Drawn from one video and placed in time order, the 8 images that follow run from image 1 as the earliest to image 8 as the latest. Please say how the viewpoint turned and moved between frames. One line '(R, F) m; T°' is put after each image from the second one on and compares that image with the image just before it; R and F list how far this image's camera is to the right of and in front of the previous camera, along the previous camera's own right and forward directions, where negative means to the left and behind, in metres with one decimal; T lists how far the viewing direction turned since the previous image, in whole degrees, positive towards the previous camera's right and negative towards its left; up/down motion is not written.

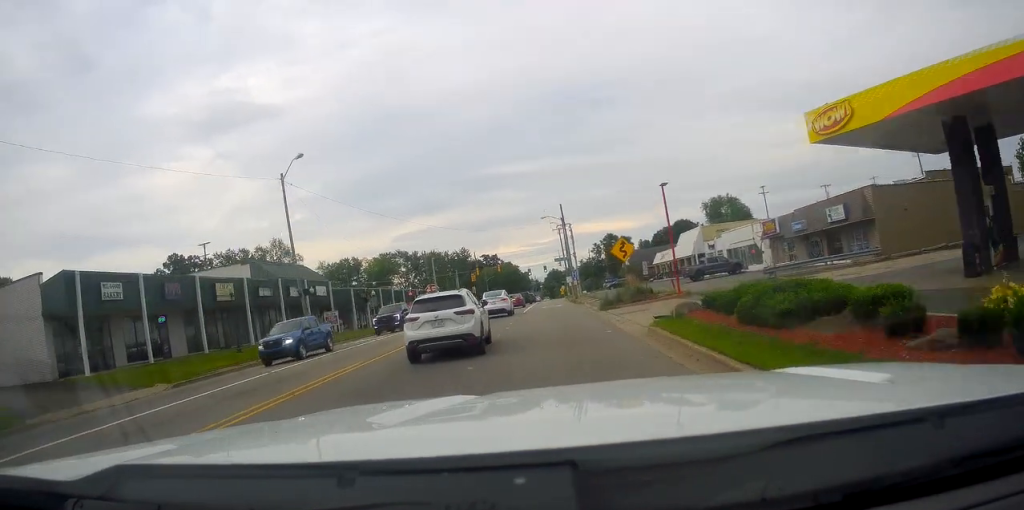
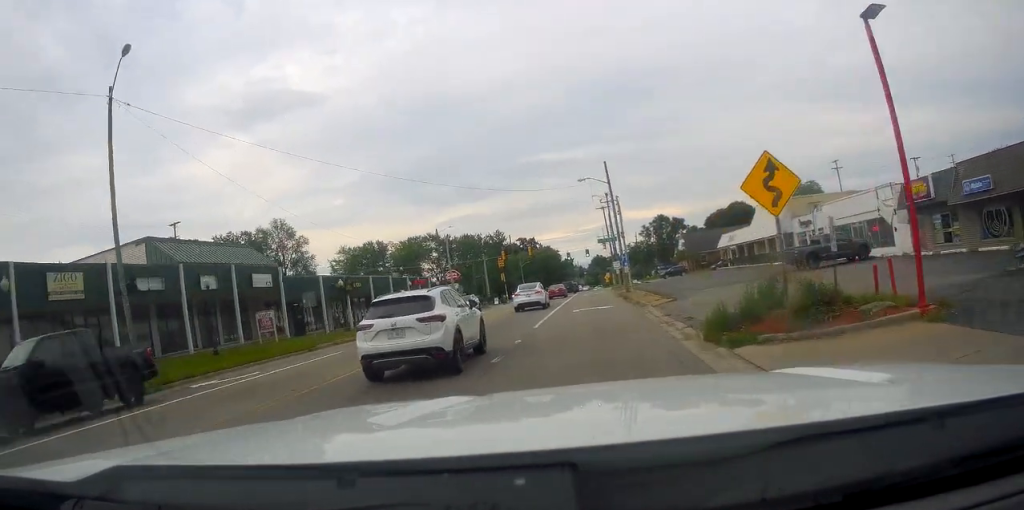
(-1.6, +17.7) m; -9°
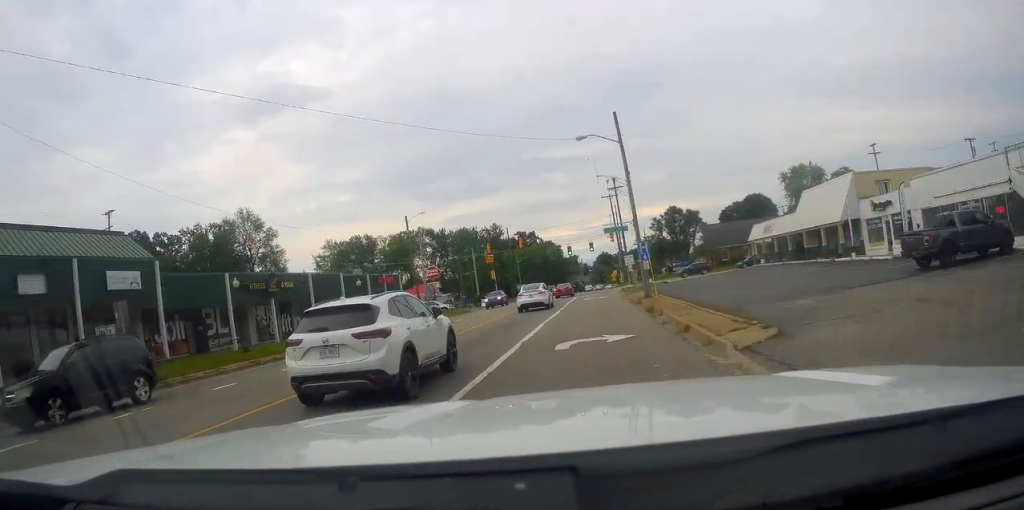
(-0.8, +14.3) m; -4°
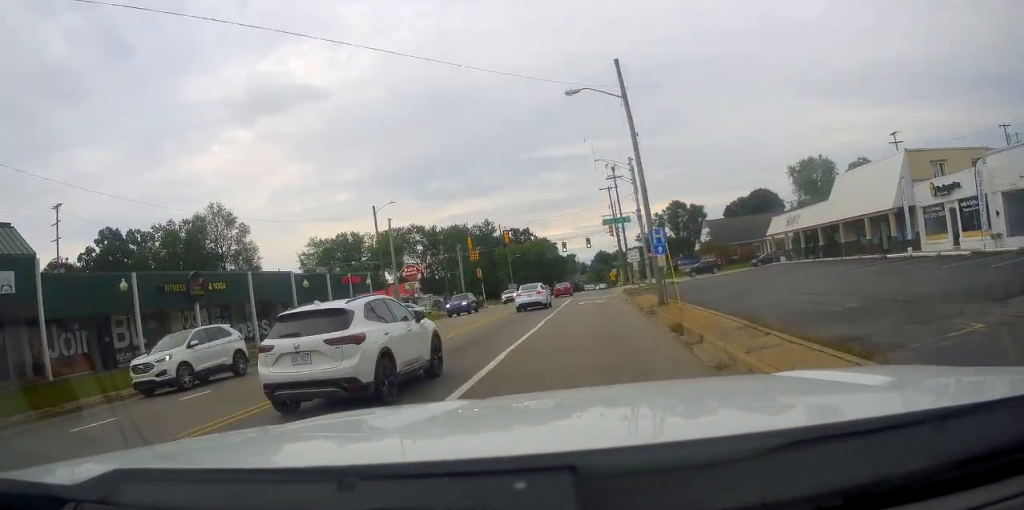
(-0.5, +8.9) m; 0°
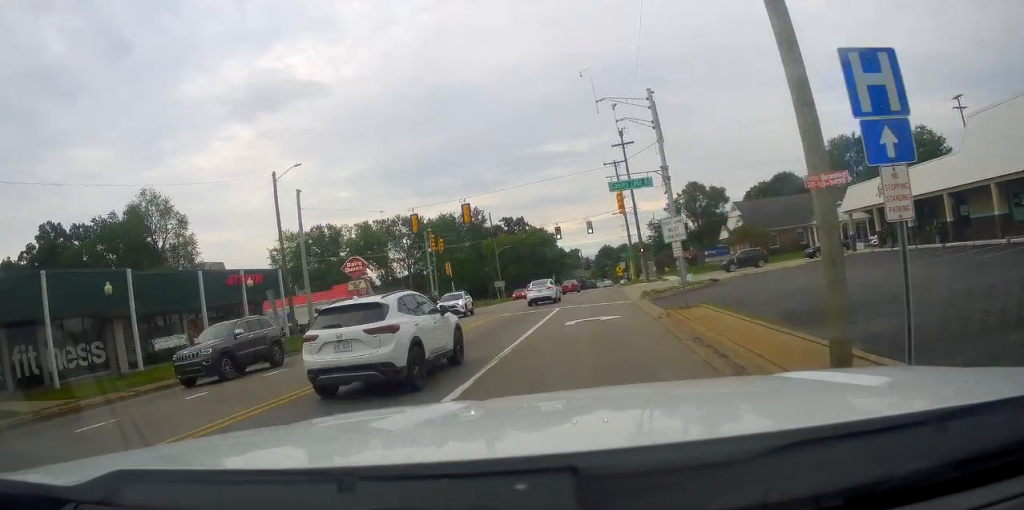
(+0.5, +19.0) m; 0°
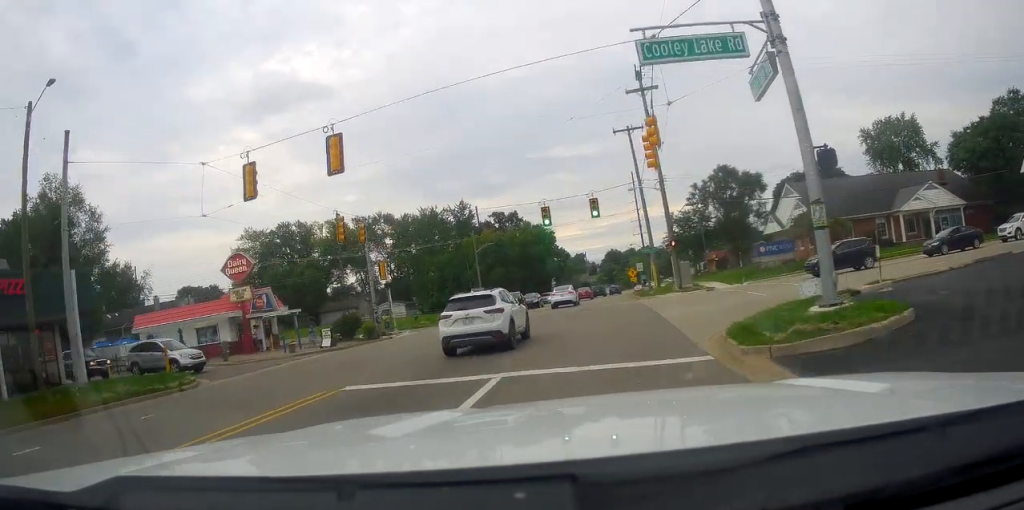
(0.0, +21.4) m; +3°
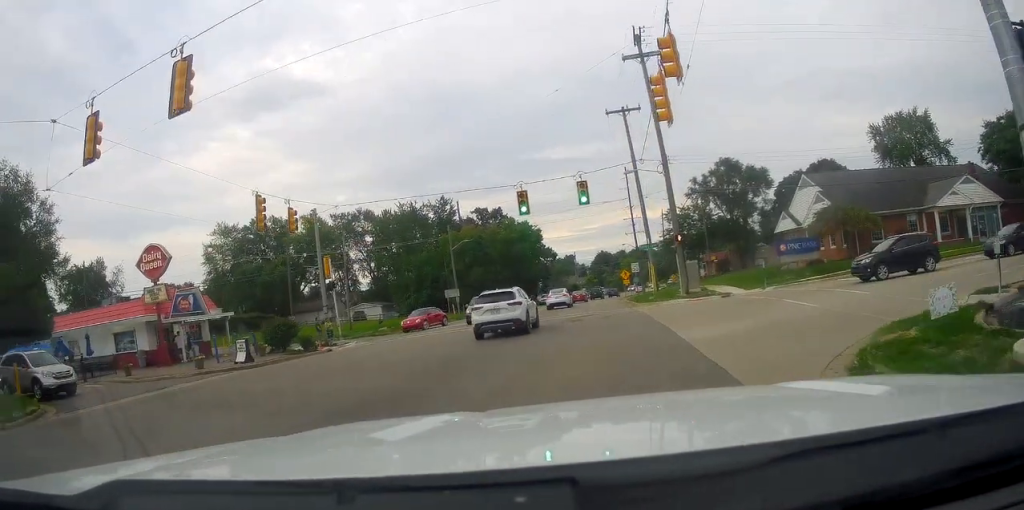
(+0.1, +8.1) m; +1°
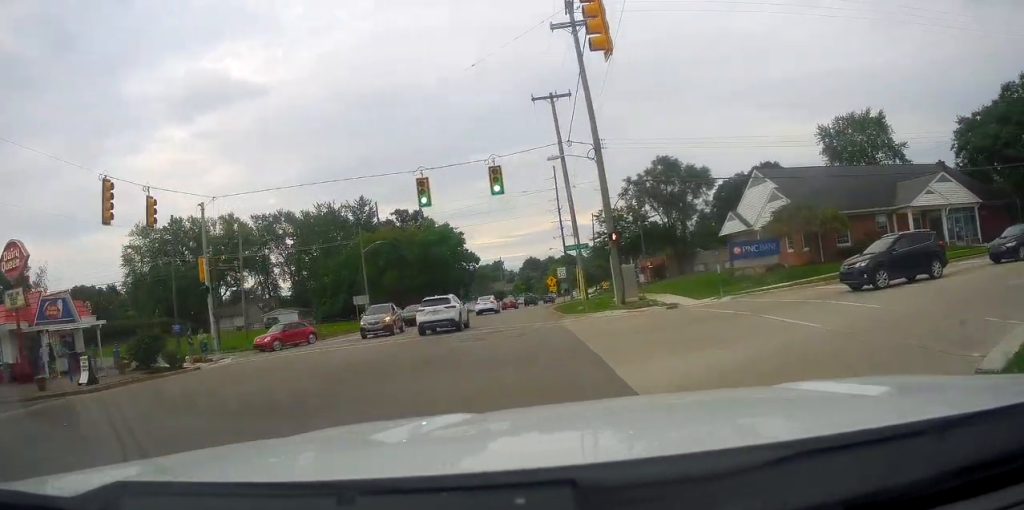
(0.0, +6.8) m; +3°
